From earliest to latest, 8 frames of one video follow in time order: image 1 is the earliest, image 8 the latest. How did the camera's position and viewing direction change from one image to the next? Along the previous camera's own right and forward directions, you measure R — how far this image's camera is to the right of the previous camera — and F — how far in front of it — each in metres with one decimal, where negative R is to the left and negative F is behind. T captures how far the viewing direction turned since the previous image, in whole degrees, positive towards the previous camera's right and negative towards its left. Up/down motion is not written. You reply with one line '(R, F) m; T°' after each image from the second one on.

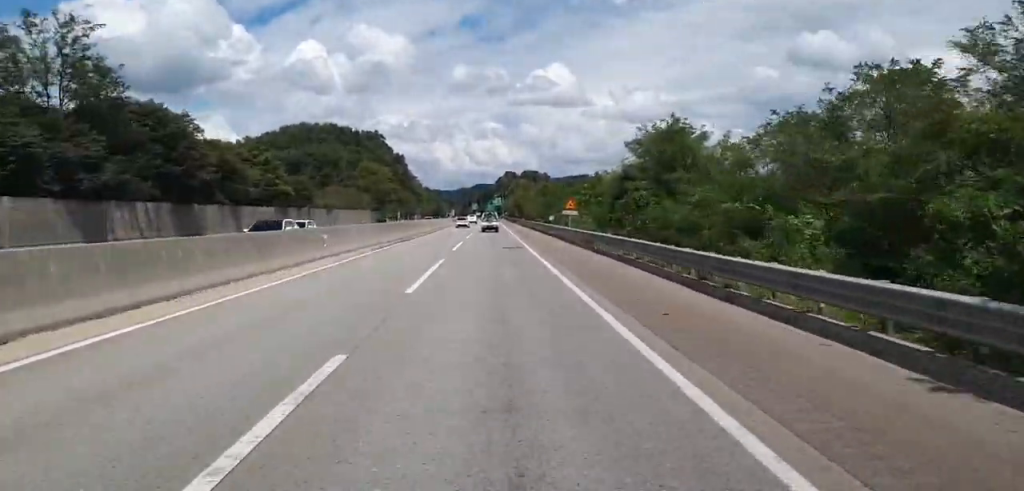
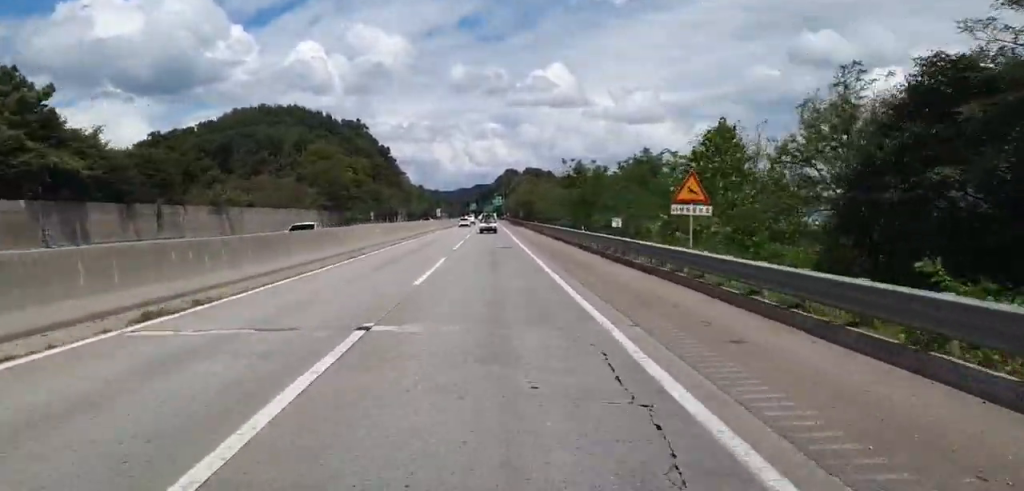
(+0.4, +37.4) m; 0°
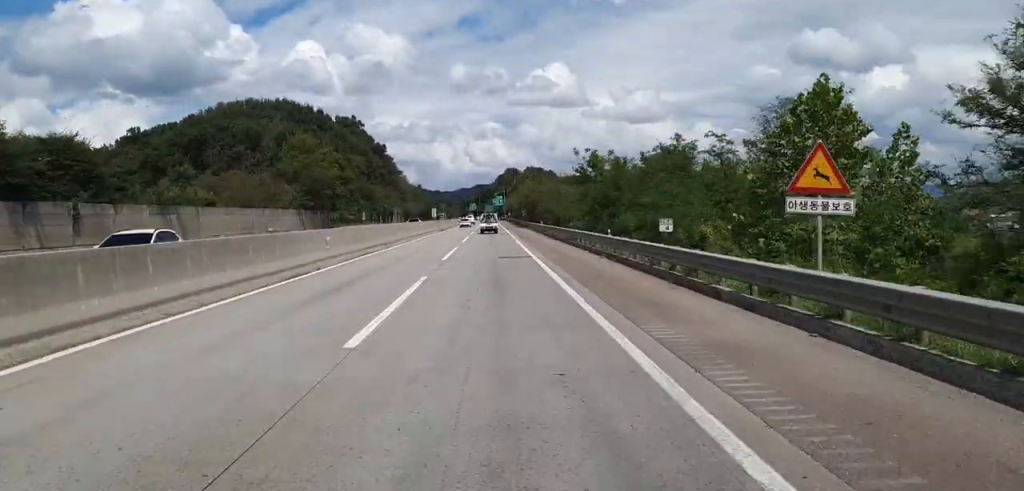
(-0.2, +9.3) m; 0°
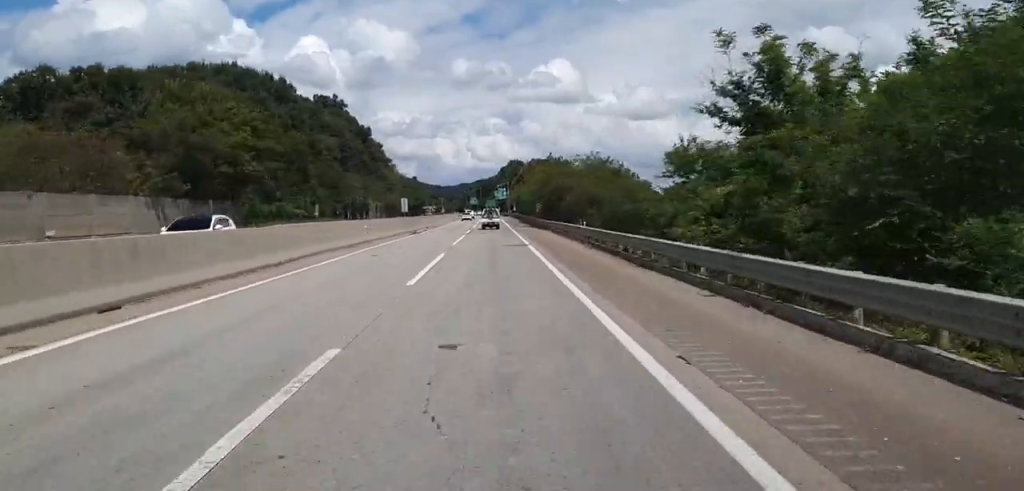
(+0.2, +34.2) m; 0°
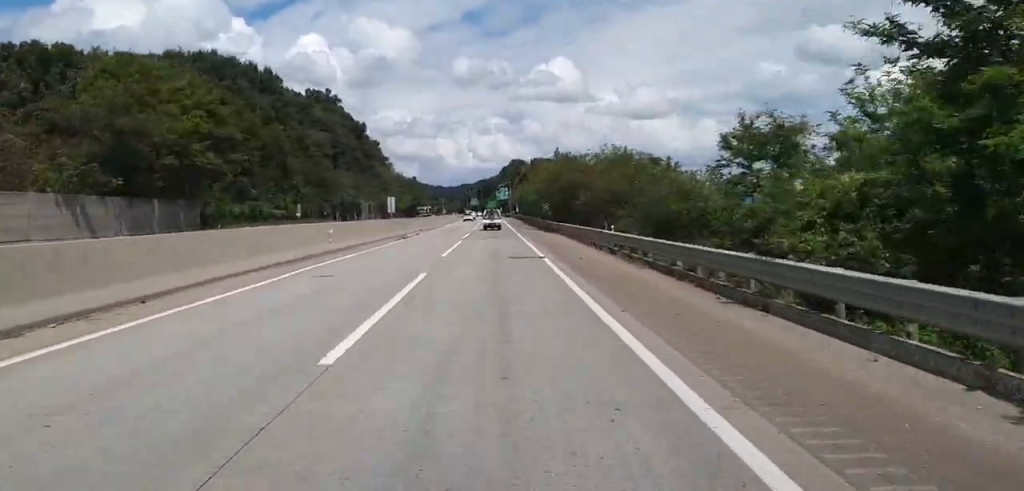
(-0.2, +9.3) m; 0°
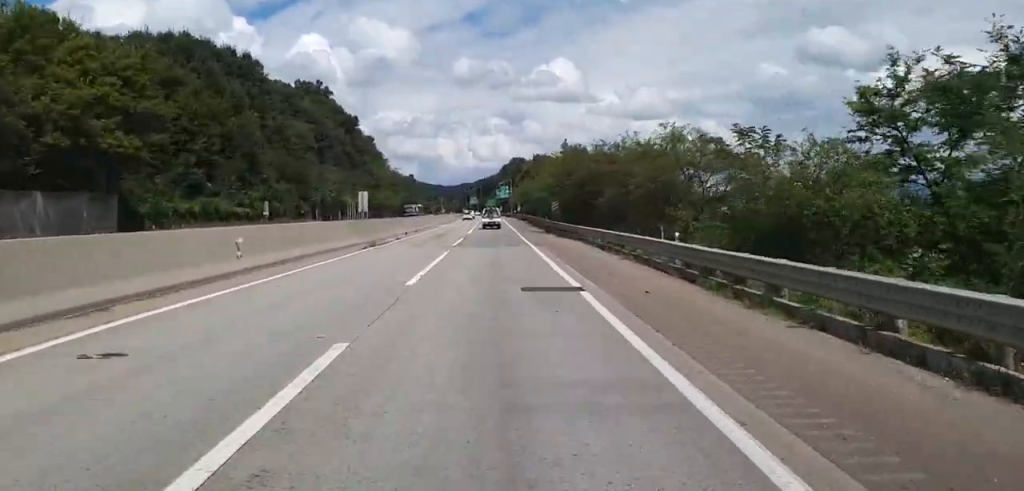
(-0.2, +11.6) m; 0°
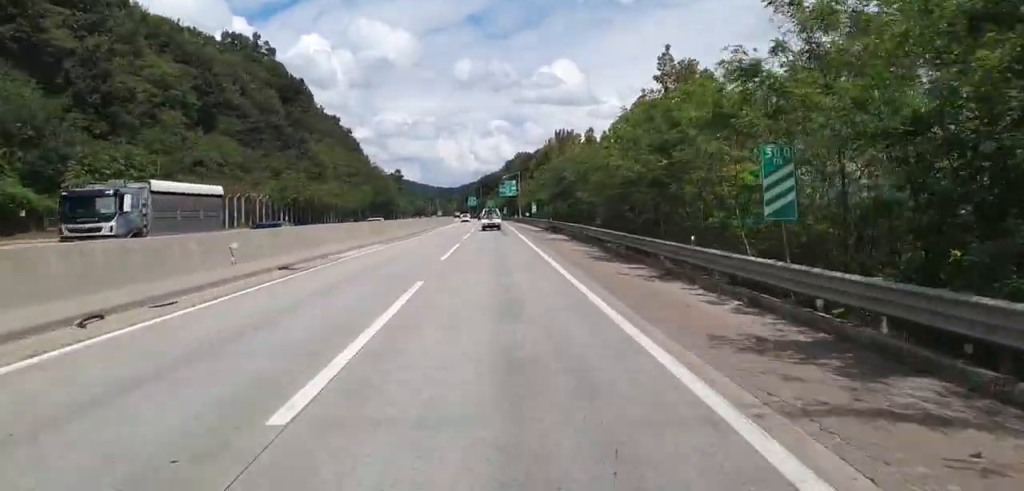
(-0.2, +53.4) m; -1°
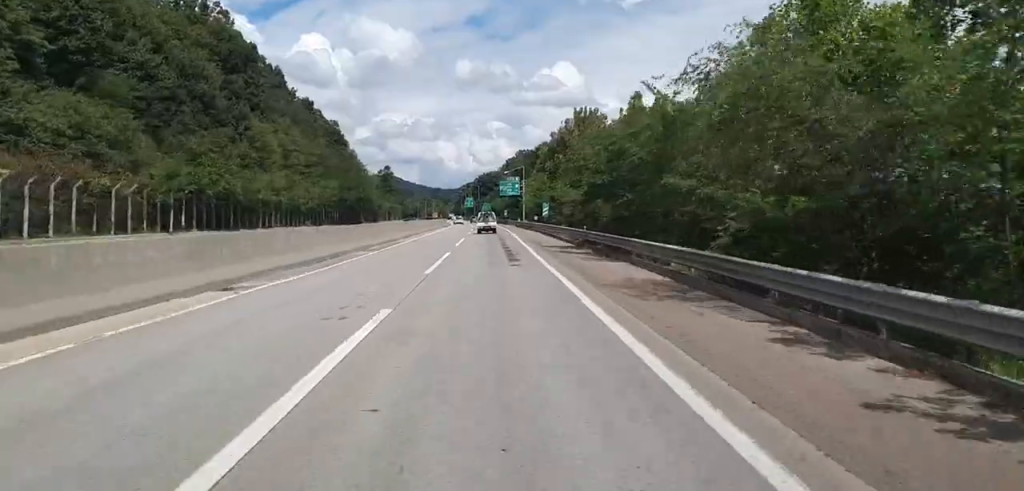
(+0.1, +26.3) m; 0°
